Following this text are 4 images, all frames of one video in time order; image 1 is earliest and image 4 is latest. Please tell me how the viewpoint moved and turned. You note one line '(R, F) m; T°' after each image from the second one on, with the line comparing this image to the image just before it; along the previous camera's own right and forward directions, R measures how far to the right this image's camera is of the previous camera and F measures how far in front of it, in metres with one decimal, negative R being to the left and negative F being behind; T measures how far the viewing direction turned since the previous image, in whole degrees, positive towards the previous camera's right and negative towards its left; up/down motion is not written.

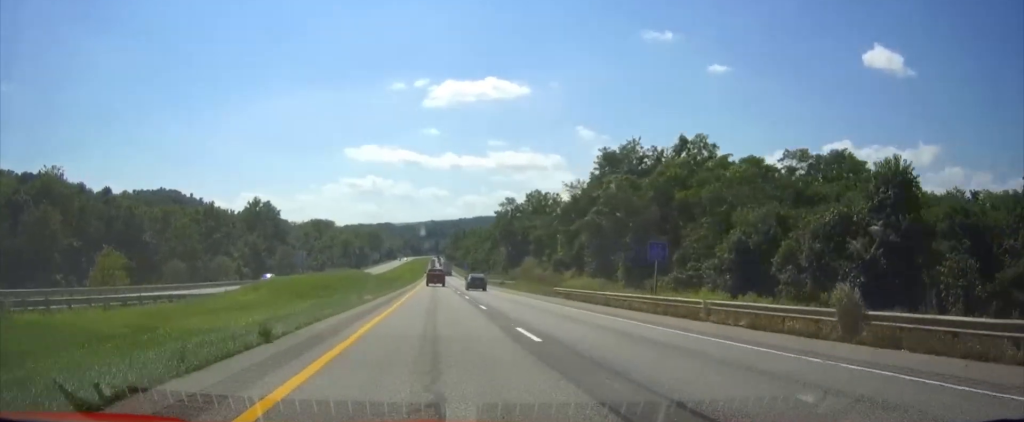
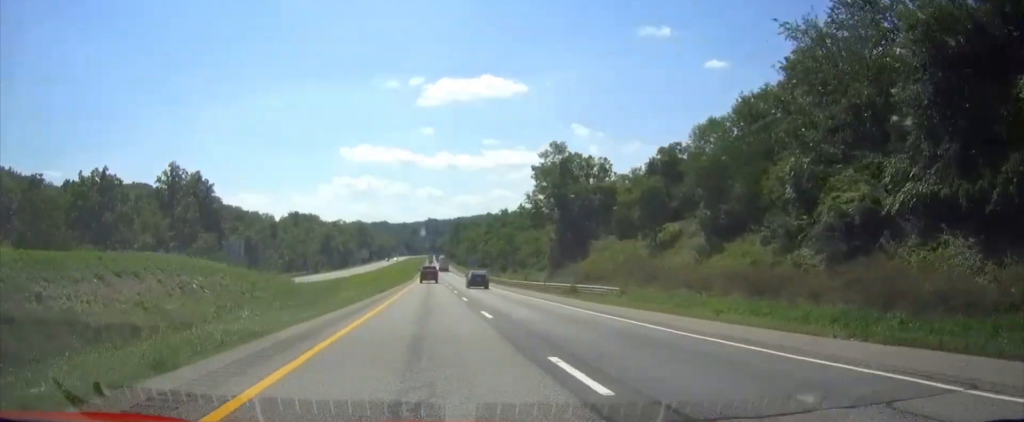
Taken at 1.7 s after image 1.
(+0.3, +55.7) m; +1°
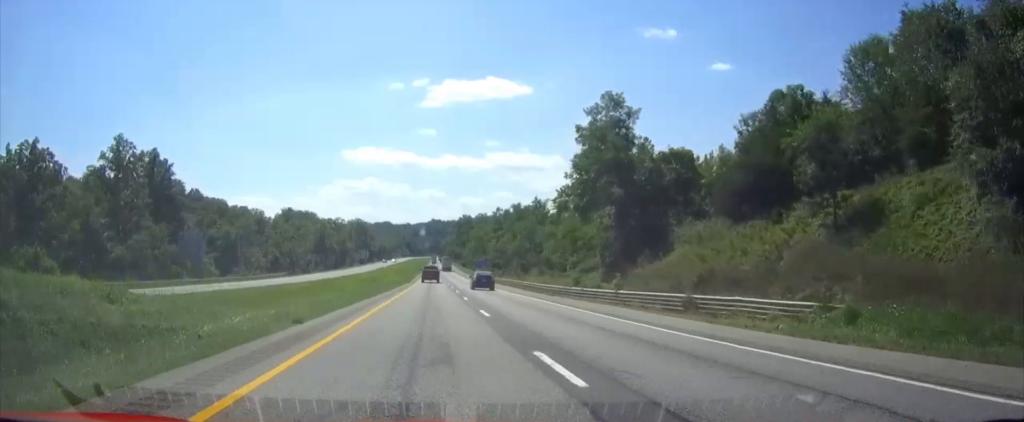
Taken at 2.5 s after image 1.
(0.0, +23.8) m; 0°
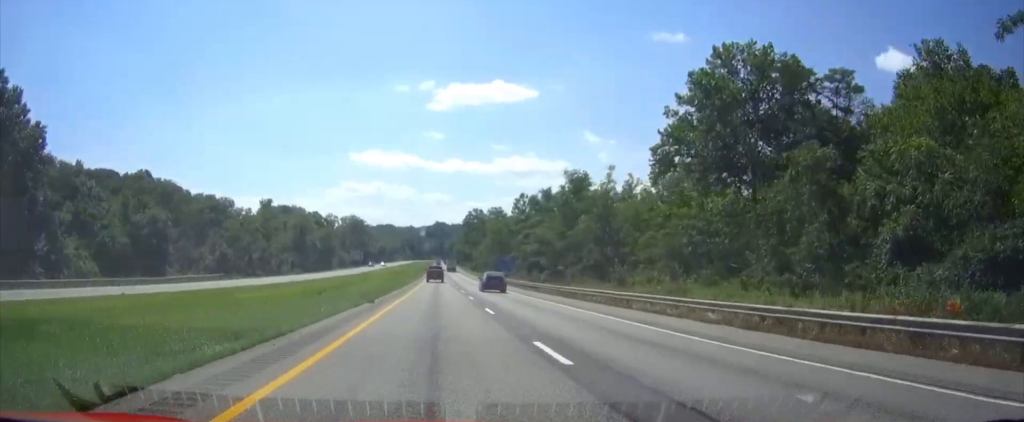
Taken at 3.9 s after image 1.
(-0.3, +47.9) m; 0°
